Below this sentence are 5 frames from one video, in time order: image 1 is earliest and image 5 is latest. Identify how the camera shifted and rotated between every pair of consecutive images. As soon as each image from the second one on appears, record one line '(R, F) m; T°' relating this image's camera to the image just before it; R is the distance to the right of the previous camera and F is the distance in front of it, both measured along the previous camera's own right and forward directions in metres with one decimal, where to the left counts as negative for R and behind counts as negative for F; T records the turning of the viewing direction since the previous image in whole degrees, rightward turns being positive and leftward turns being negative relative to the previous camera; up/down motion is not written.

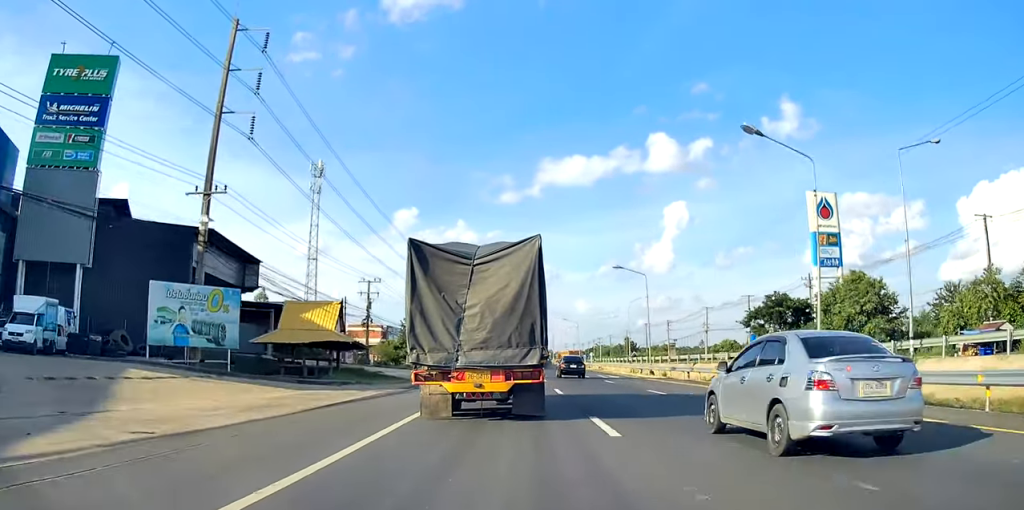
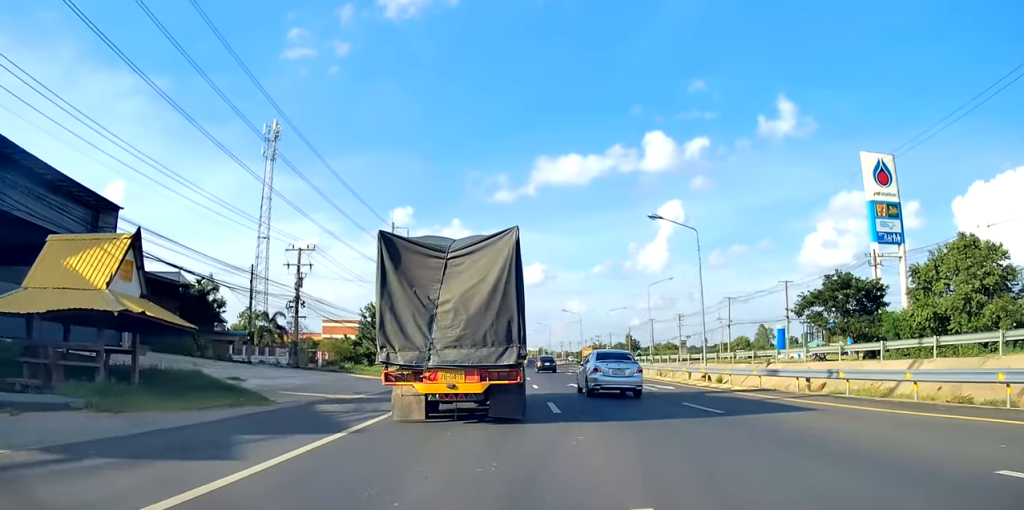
(0.0, +19.4) m; 0°
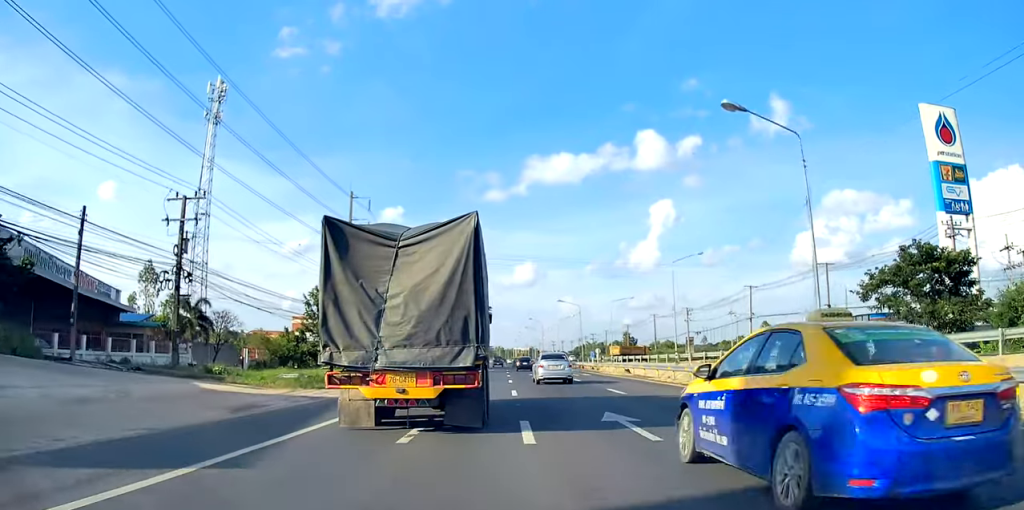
(0.0, +16.3) m; 0°
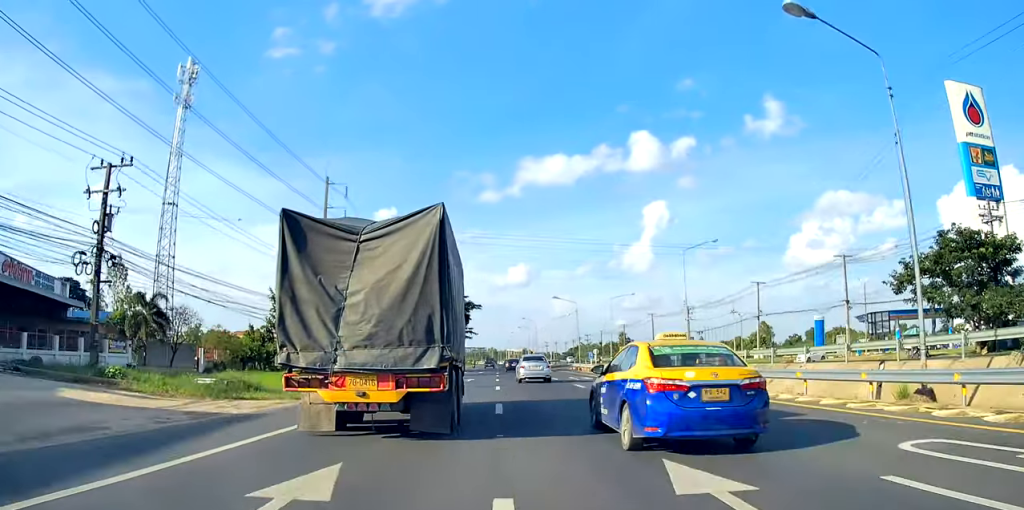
(0.0, +6.1) m; 0°
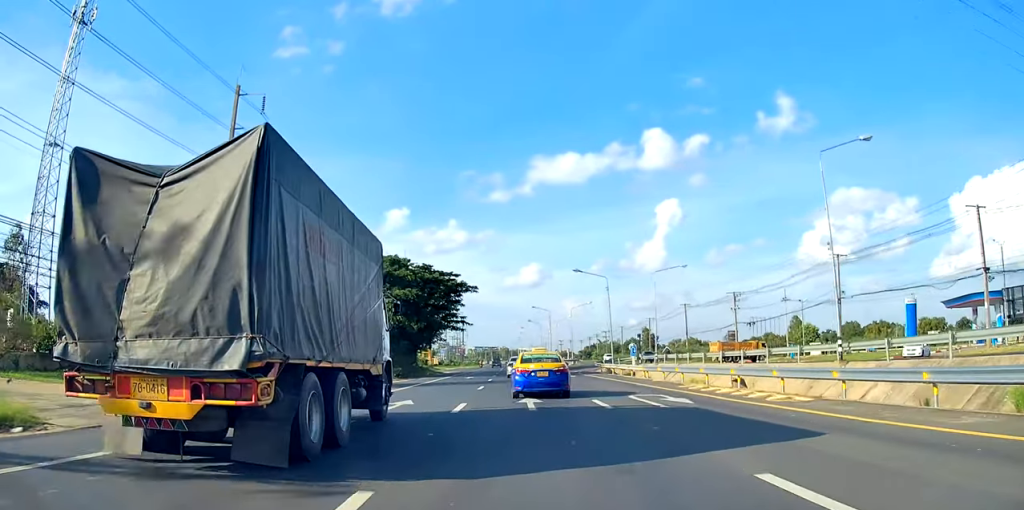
(+0.9, +22.4) m; +4°
